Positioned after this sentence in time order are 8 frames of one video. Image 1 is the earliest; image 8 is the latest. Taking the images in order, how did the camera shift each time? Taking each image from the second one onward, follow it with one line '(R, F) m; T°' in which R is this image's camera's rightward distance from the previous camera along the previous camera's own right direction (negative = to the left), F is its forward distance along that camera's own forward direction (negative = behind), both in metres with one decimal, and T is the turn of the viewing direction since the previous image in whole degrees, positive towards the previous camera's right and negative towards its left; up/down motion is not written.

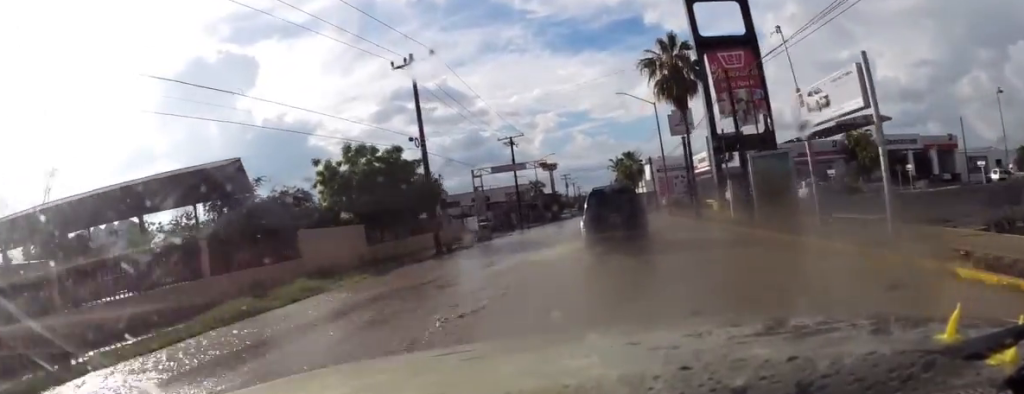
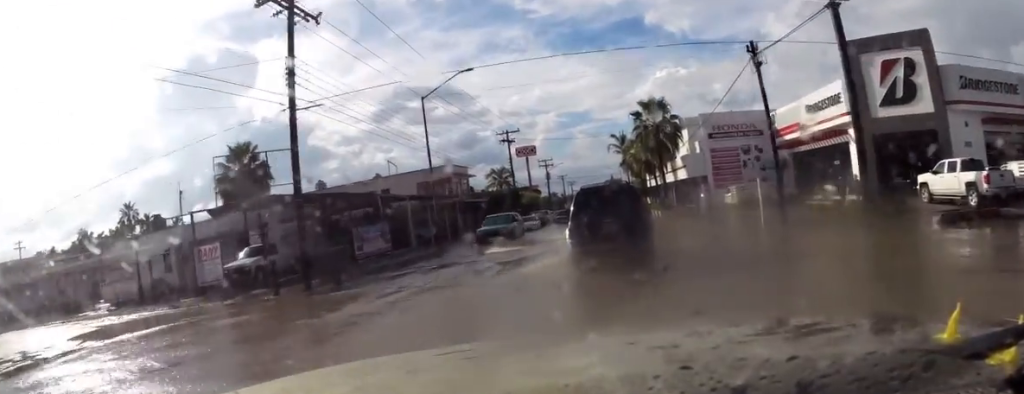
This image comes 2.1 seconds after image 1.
(-0.5, +41.8) m; -1°
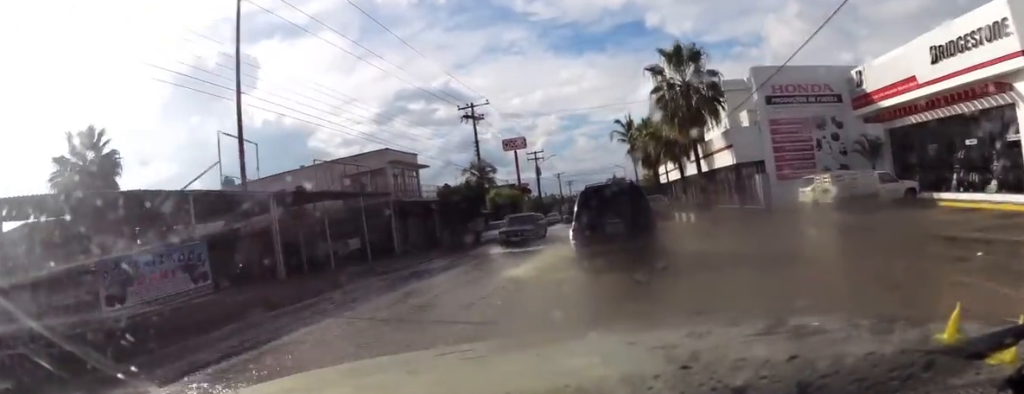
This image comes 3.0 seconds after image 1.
(-0.6, +15.6) m; 0°
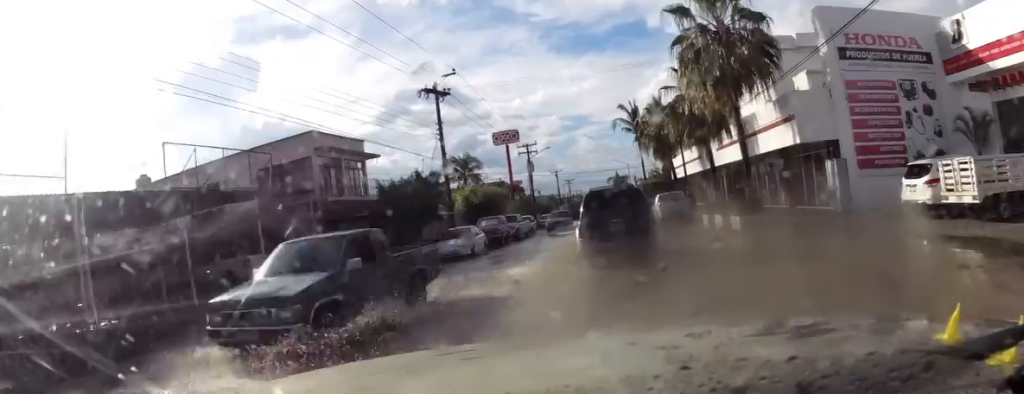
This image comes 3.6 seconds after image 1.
(0.0, +10.0) m; +1°
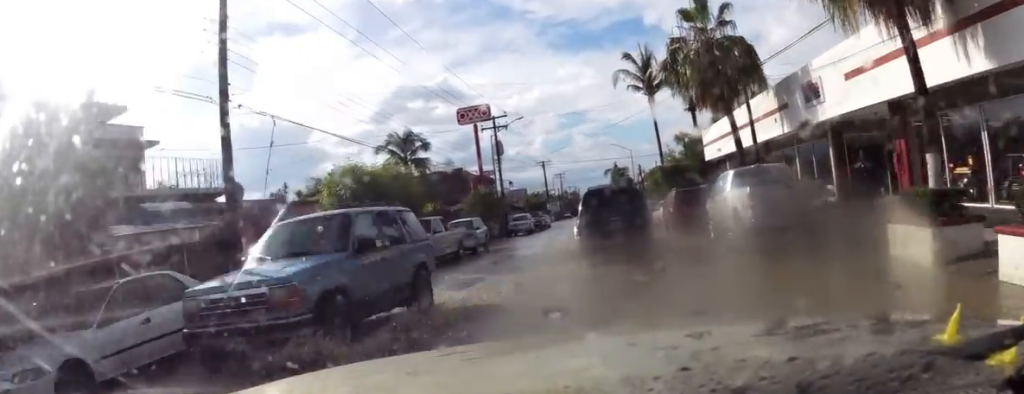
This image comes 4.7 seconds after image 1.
(+0.9, +17.7) m; +1°
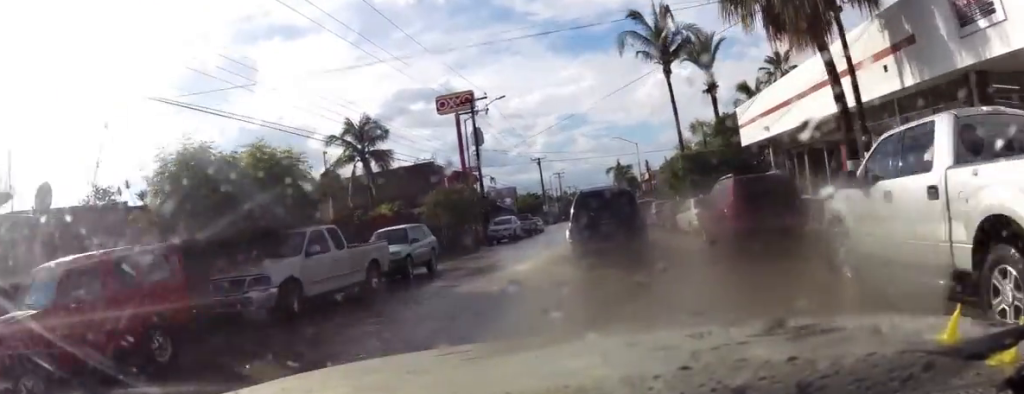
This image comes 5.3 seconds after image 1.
(+0.1, +8.3) m; -2°
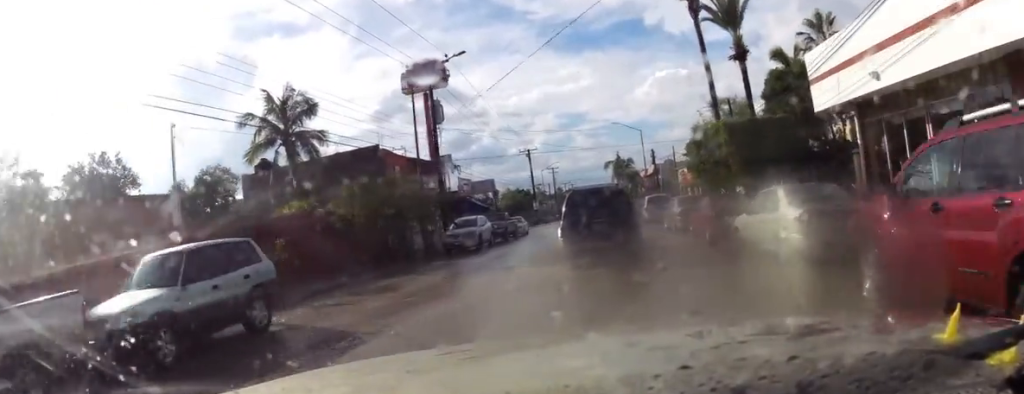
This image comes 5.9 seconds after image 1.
(-0.4, +9.1) m; 0°
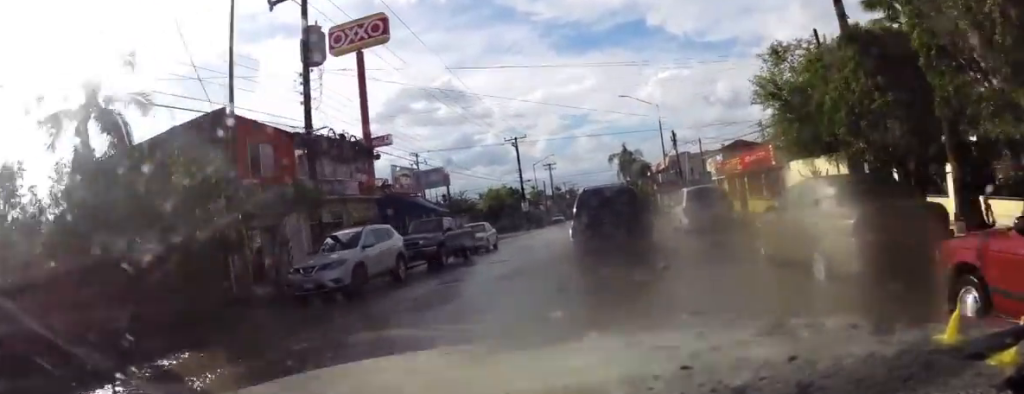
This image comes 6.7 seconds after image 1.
(-0.1, +12.9) m; +1°
